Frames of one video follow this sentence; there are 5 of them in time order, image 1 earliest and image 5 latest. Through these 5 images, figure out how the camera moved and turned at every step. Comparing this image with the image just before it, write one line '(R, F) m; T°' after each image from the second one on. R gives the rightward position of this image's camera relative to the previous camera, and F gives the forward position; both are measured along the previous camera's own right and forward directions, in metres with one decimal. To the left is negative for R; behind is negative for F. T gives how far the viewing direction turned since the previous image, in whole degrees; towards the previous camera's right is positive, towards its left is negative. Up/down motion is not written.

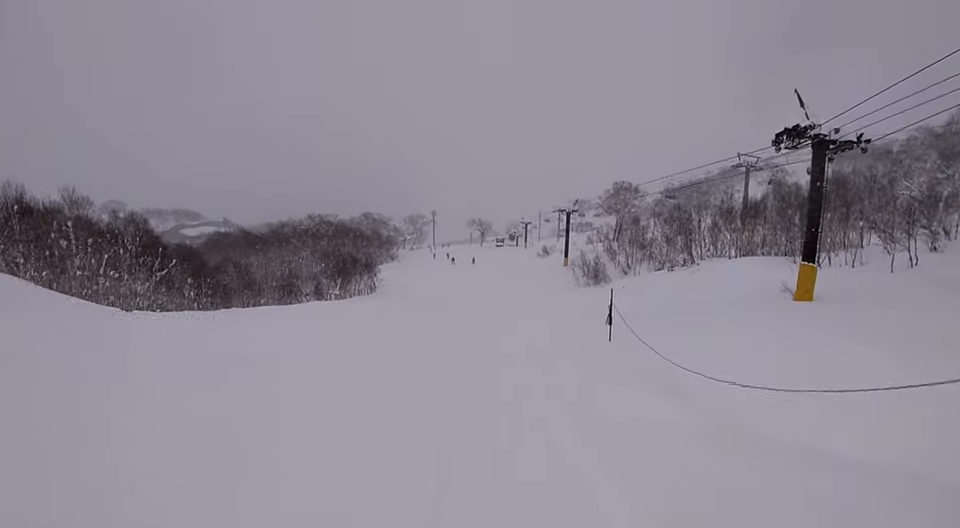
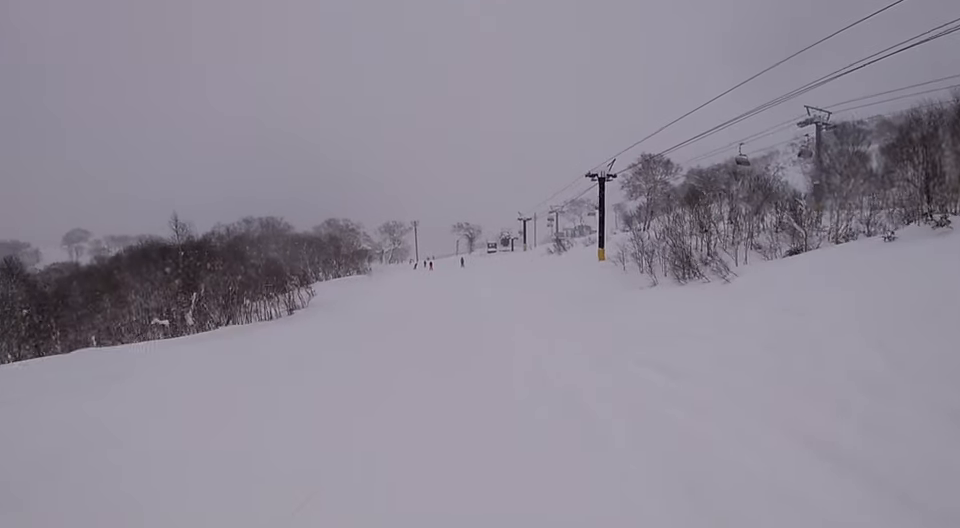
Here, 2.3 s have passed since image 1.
(+0.1, +22.9) m; +6°
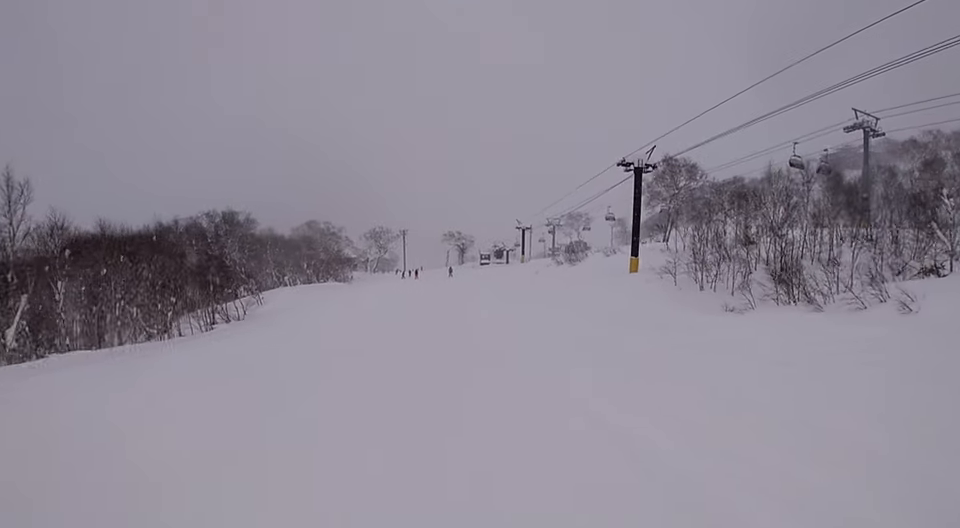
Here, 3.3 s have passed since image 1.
(-0.3, +9.7) m; -8°
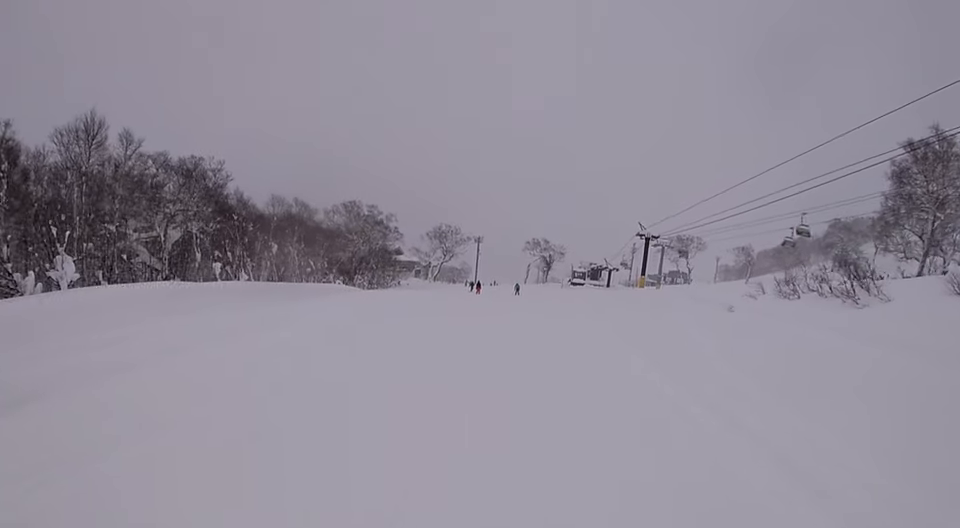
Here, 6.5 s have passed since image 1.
(+0.5, +25.5) m; +4°
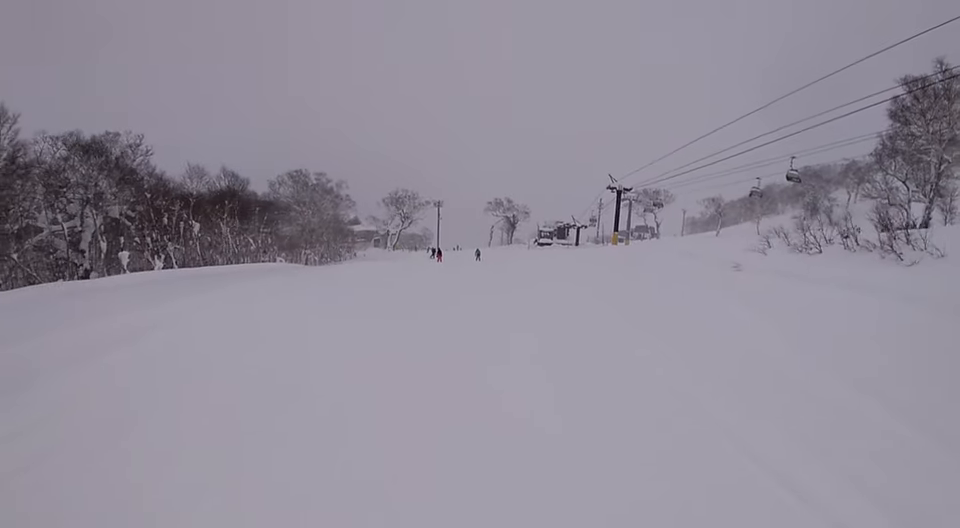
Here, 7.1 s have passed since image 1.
(+0.8, +4.0) m; 0°
